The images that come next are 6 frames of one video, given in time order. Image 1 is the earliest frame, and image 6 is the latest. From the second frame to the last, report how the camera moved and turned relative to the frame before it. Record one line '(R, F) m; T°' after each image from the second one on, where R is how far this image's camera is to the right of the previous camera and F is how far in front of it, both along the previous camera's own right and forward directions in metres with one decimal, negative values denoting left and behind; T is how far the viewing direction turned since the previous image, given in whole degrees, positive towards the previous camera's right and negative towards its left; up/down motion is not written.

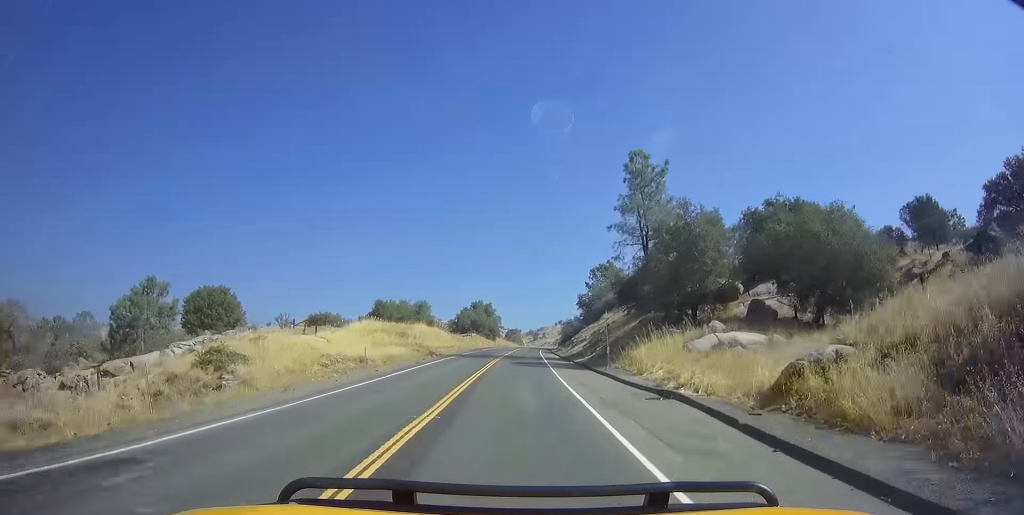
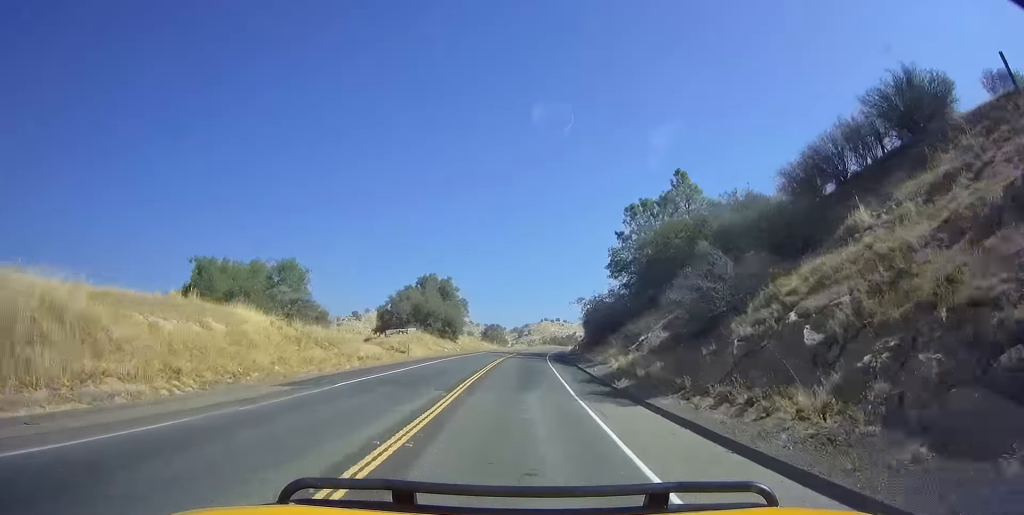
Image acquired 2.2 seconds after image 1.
(+0.5, +54.3) m; +1°
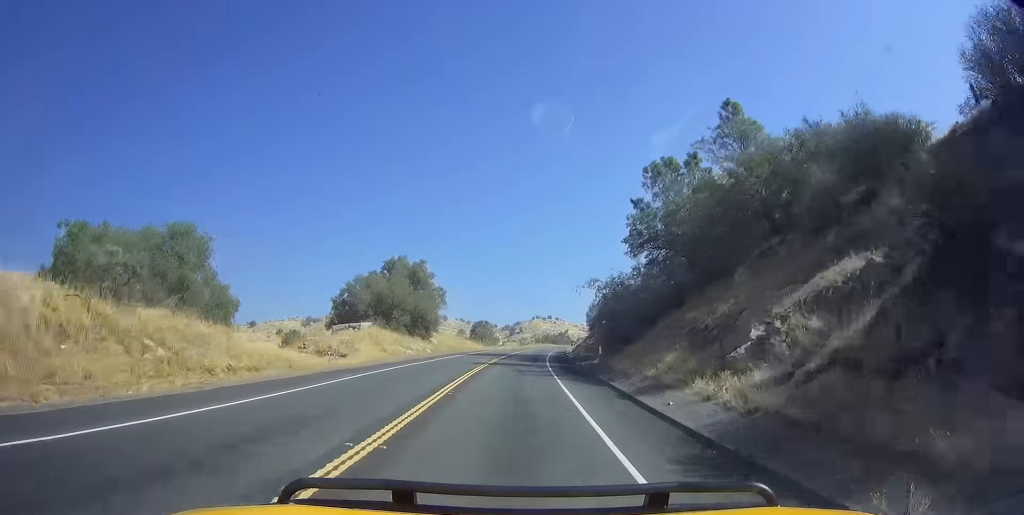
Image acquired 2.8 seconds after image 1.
(0.0, +15.0) m; +1°
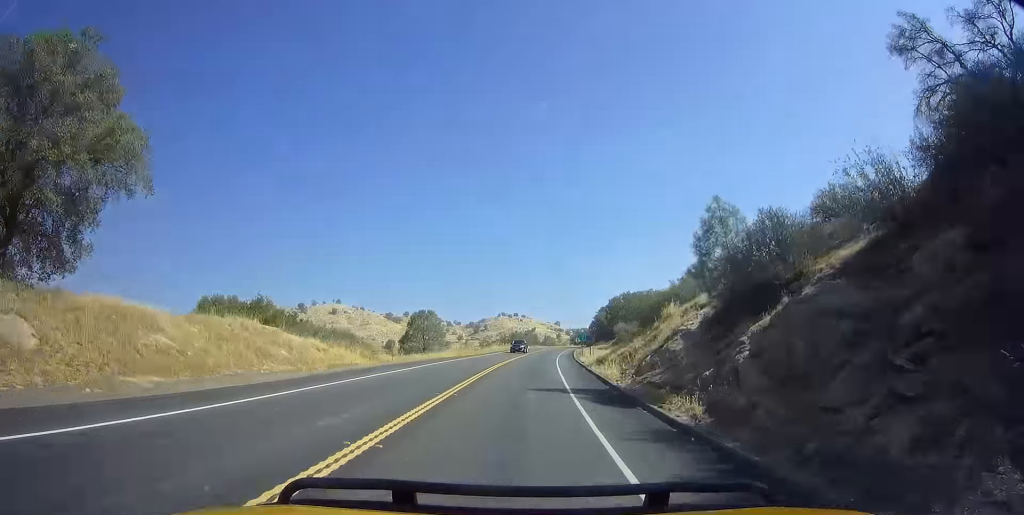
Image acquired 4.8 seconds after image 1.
(+2.5, +51.0) m; +5°
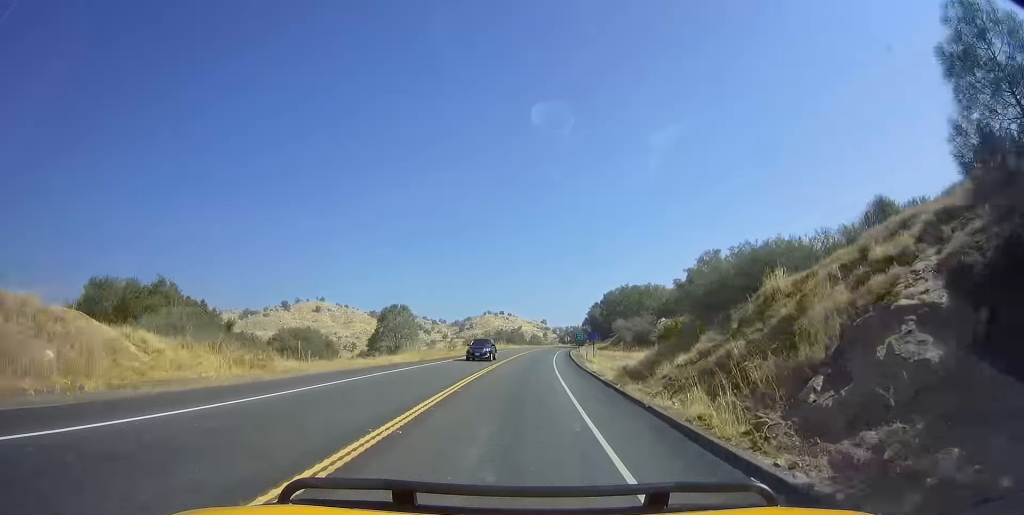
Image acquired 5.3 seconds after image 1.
(-0.1, +13.5) m; +1°
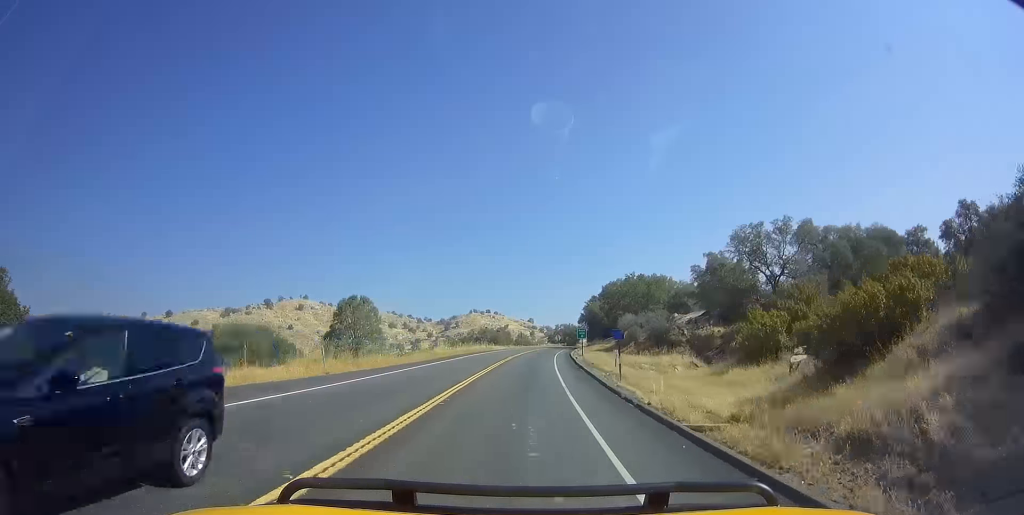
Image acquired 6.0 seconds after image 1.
(+0.4, +17.7) m; +1°
